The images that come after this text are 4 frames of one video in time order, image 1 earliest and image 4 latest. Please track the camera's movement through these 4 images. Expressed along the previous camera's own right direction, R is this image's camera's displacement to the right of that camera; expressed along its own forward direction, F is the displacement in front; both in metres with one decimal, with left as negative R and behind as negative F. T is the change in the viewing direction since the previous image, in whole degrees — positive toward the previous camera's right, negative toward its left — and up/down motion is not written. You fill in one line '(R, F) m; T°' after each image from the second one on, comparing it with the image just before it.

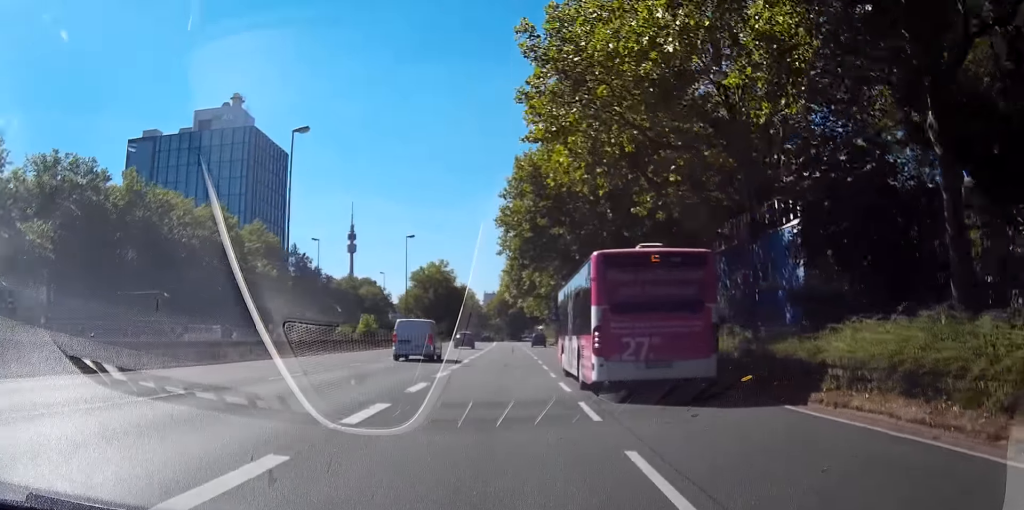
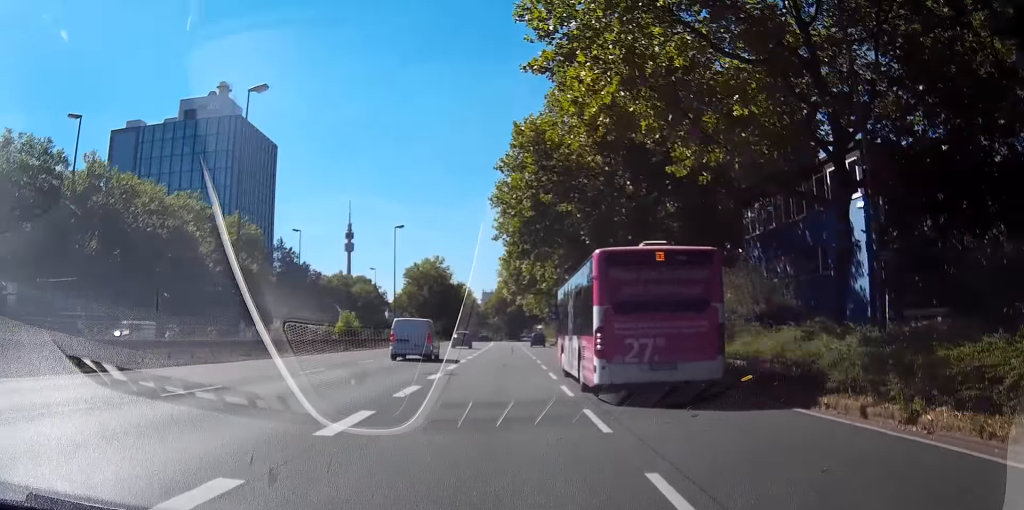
(0.0, +7.3) m; -1°
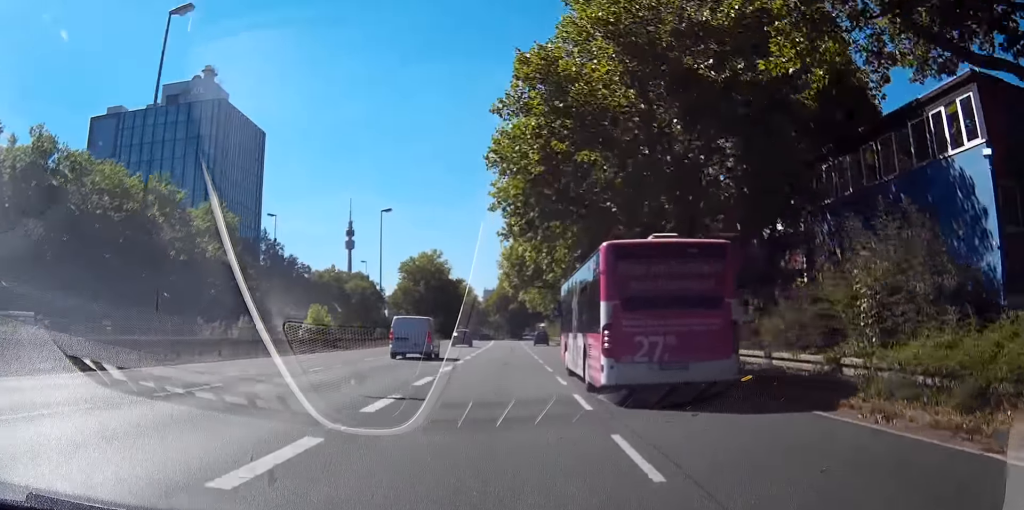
(0.0, +9.3) m; -1°
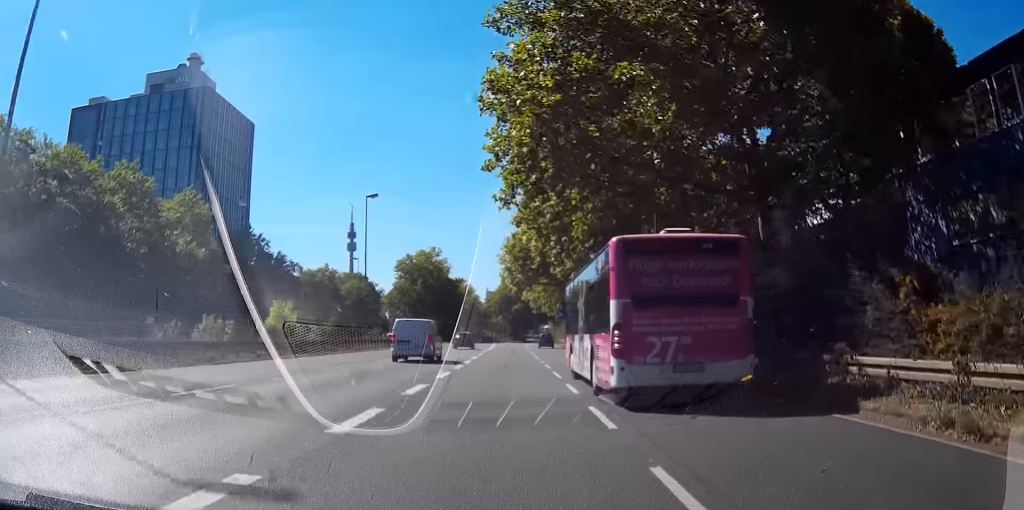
(-0.2, +8.1) m; -1°
